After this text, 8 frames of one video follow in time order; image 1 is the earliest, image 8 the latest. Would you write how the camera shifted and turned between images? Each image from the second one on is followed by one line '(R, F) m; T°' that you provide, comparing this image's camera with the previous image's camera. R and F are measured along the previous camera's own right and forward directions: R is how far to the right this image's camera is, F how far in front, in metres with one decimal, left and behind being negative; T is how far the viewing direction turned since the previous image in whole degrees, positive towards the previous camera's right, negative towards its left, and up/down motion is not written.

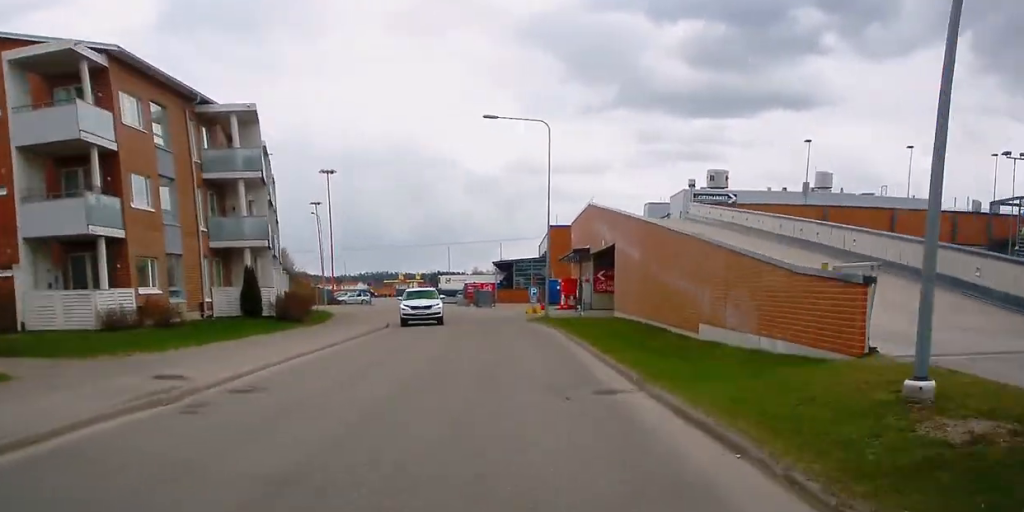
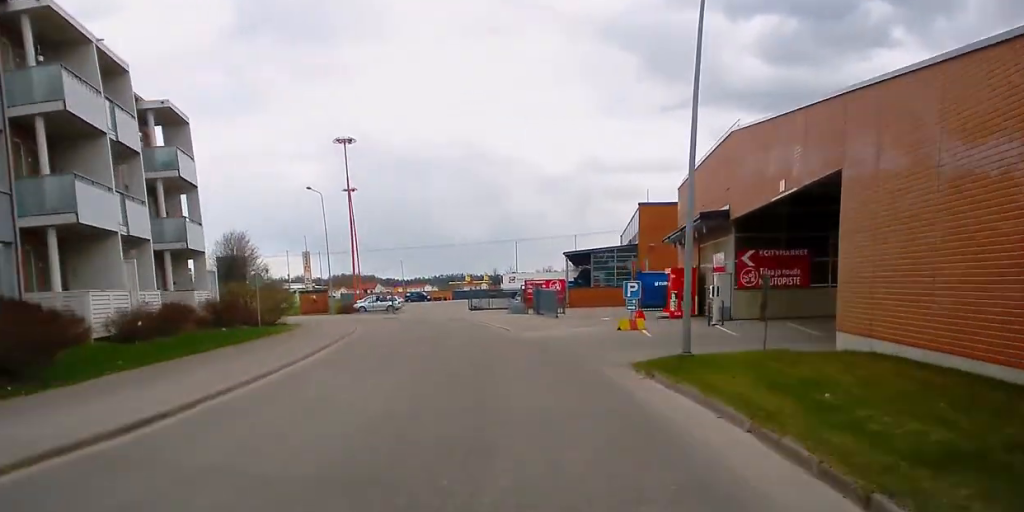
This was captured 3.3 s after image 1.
(-1.3, +25.9) m; -5°
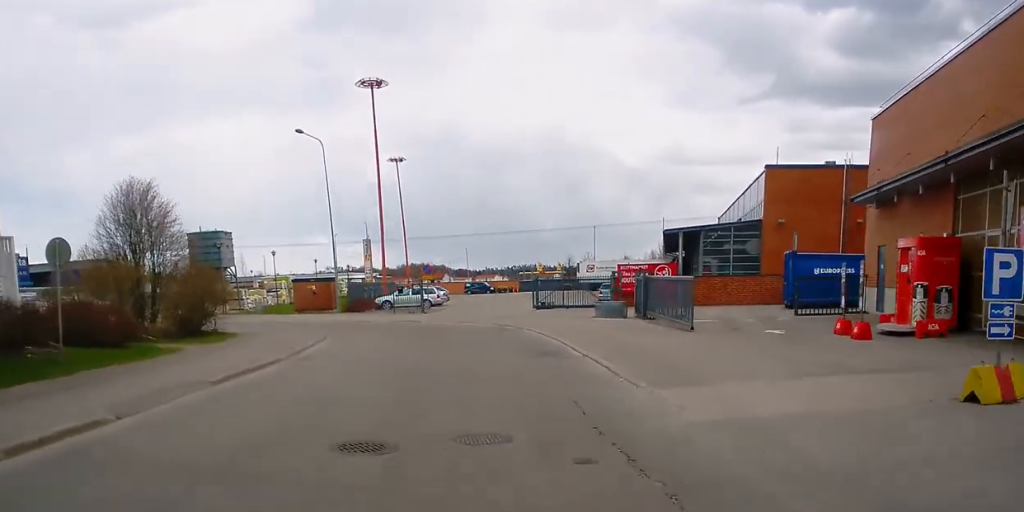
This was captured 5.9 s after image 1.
(-0.4, +19.6) m; -4°
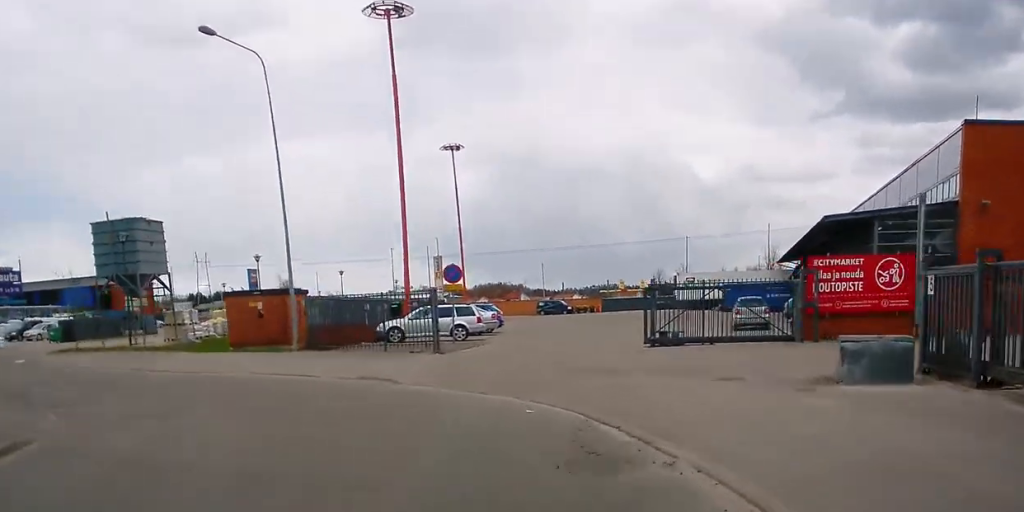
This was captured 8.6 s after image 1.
(-2.0, +19.9) m; -28°
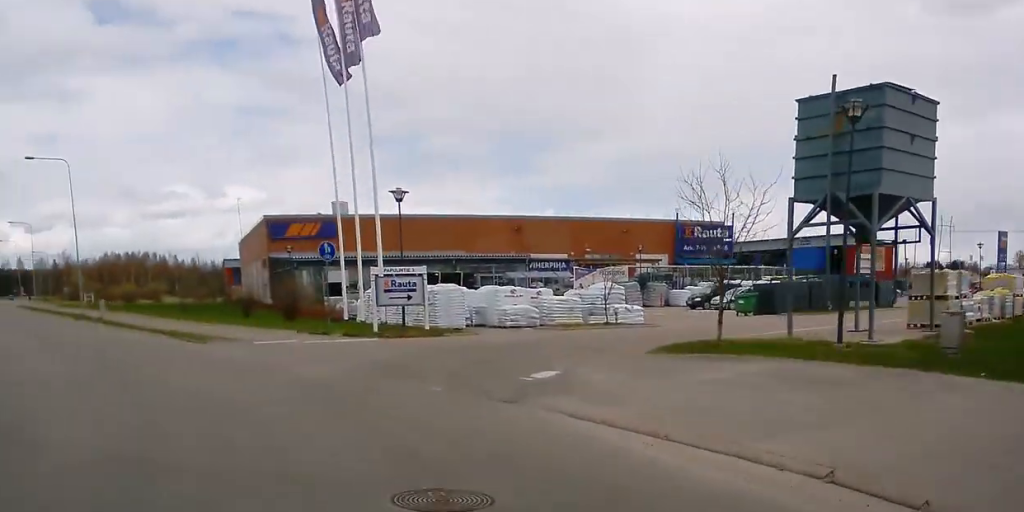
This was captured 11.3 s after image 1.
(-9.0, +15.6) m; -48°
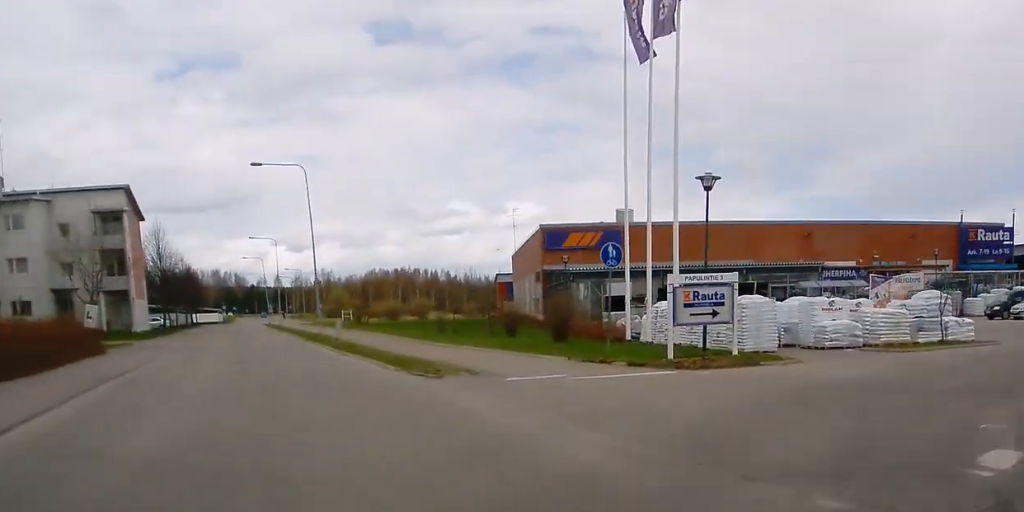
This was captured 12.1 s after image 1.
(-1.2, +6.3) m; -10°
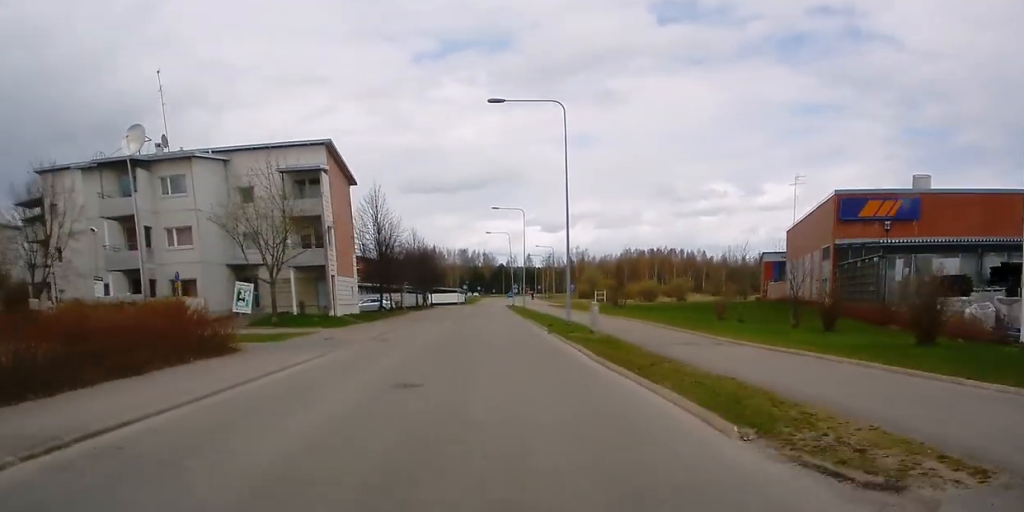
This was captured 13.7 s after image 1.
(-1.0, +11.7) m; -6°
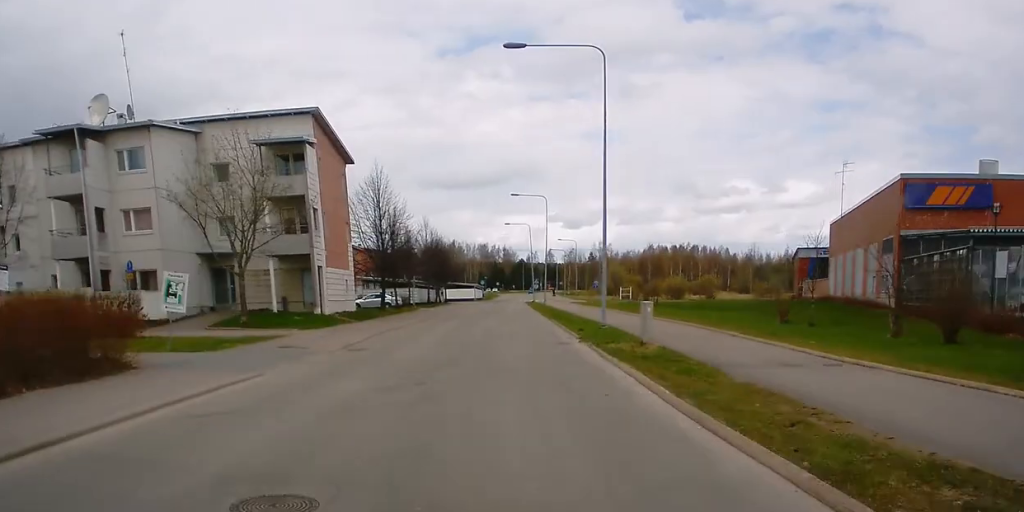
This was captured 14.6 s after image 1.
(-0.1, +7.3) m; -1°
